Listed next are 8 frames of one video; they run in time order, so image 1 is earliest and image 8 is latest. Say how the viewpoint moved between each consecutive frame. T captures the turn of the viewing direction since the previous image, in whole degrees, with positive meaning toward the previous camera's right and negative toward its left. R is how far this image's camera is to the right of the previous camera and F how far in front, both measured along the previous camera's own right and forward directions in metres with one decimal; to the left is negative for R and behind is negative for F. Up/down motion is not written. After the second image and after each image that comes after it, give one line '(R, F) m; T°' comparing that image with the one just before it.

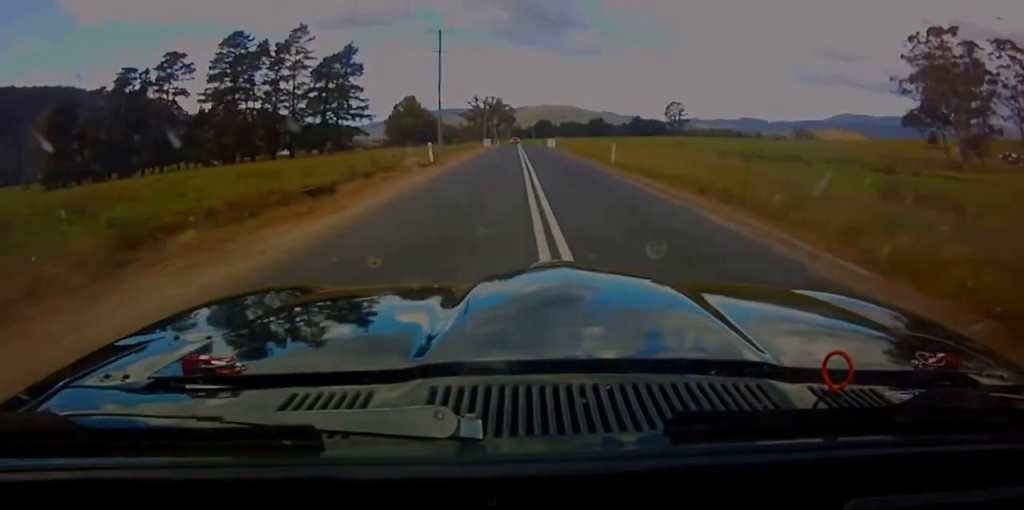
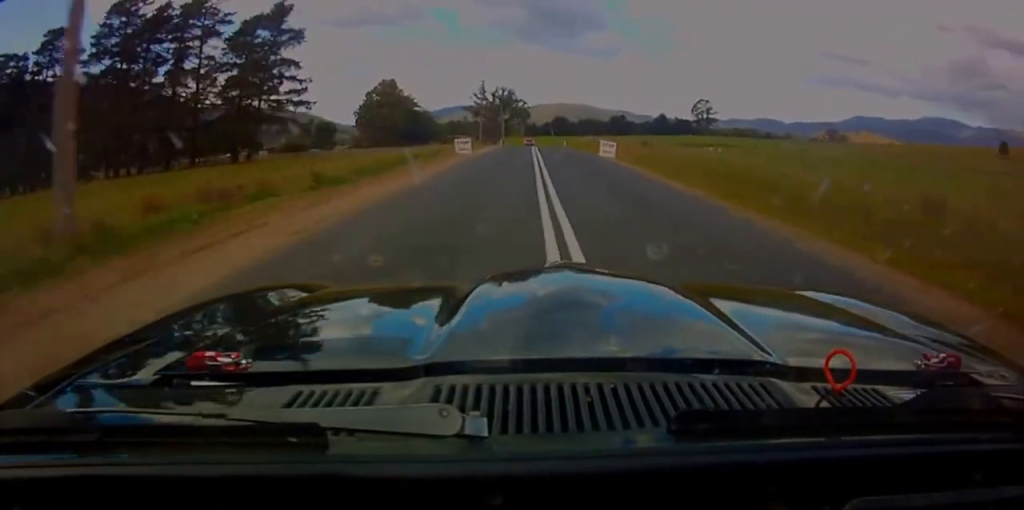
(-0.4, +44.9) m; 0°
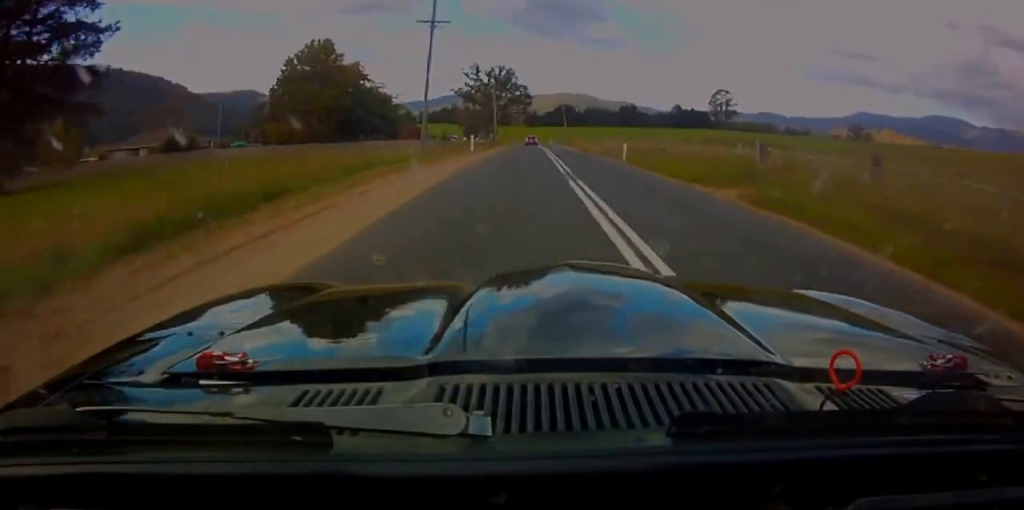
(+0.1, +47.1) m; 0°
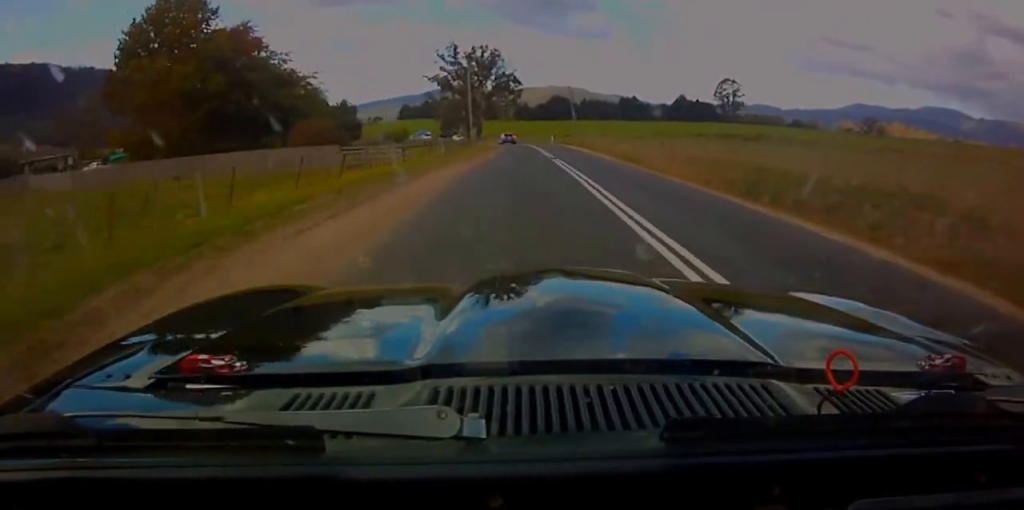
(-0.1, +31.1) m; 0°
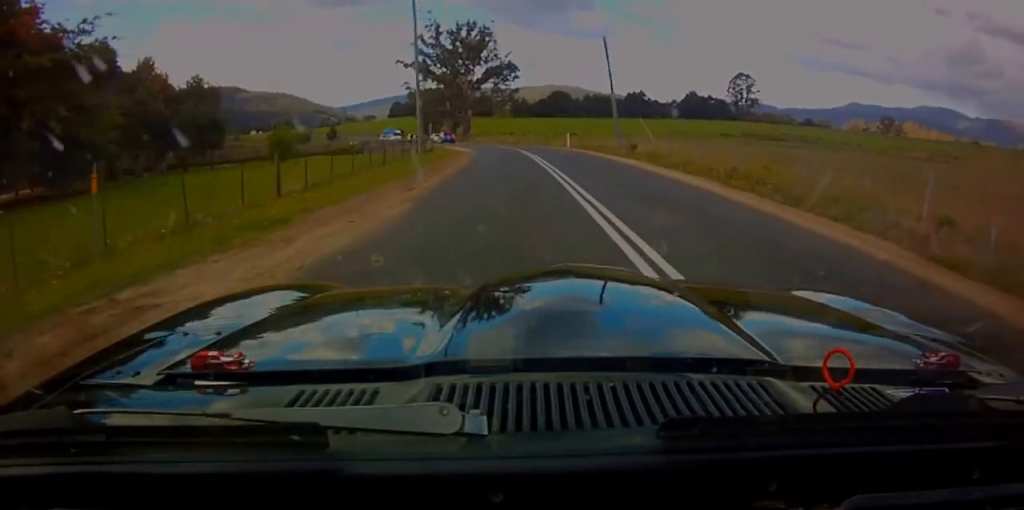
(+0.3, +34.8) m; 0°
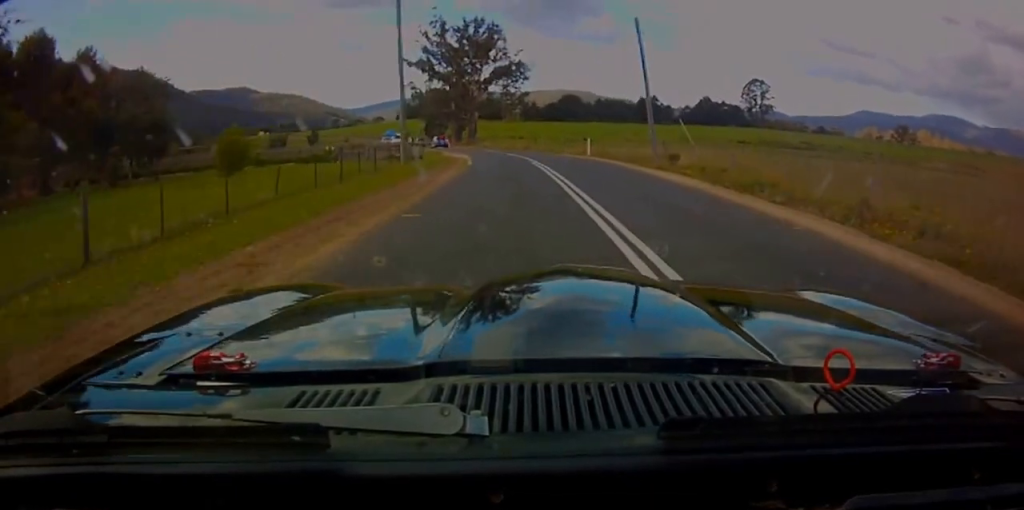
(-0.1, +8.2) m; -1°
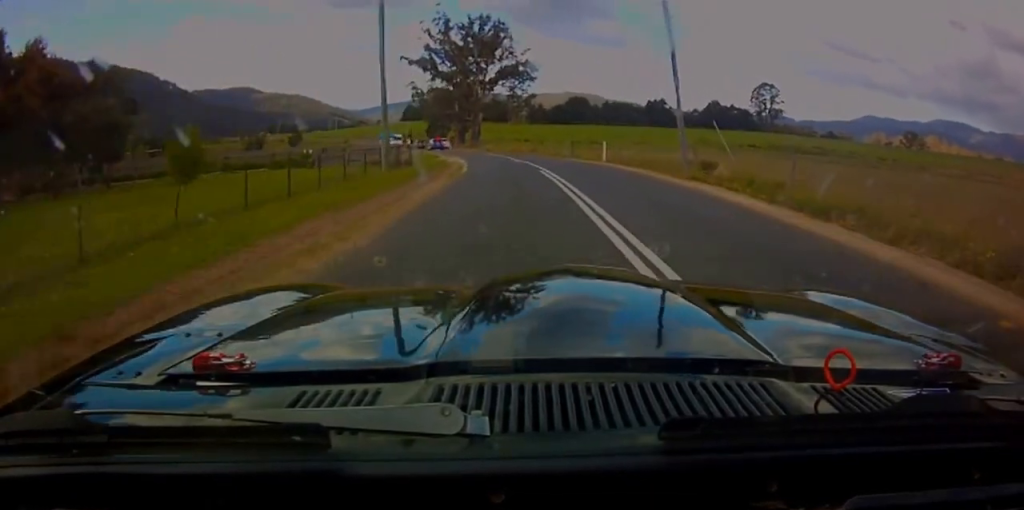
(-0.2, +5.0) m; -1°
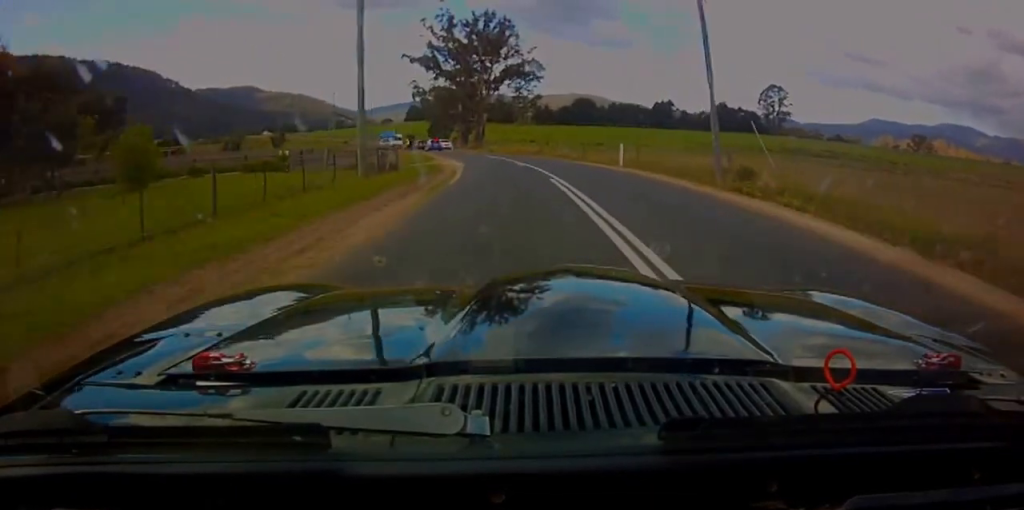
(0.0, +4.1) m; 0°
